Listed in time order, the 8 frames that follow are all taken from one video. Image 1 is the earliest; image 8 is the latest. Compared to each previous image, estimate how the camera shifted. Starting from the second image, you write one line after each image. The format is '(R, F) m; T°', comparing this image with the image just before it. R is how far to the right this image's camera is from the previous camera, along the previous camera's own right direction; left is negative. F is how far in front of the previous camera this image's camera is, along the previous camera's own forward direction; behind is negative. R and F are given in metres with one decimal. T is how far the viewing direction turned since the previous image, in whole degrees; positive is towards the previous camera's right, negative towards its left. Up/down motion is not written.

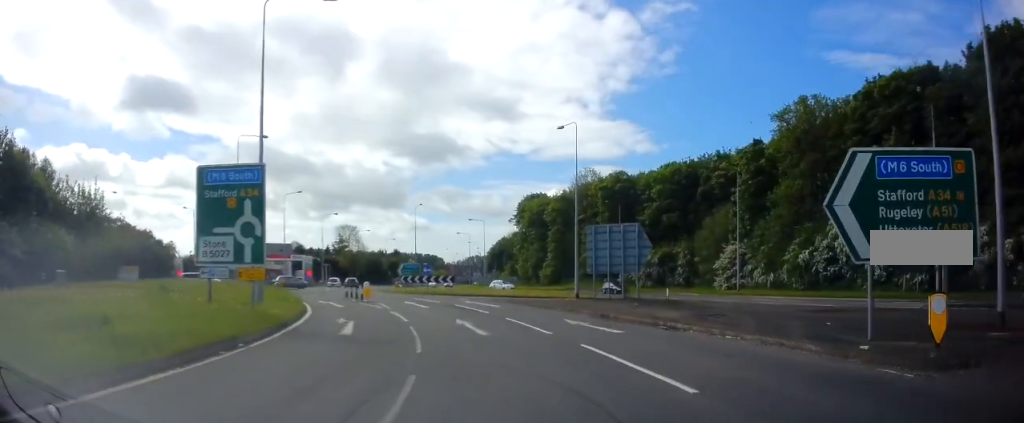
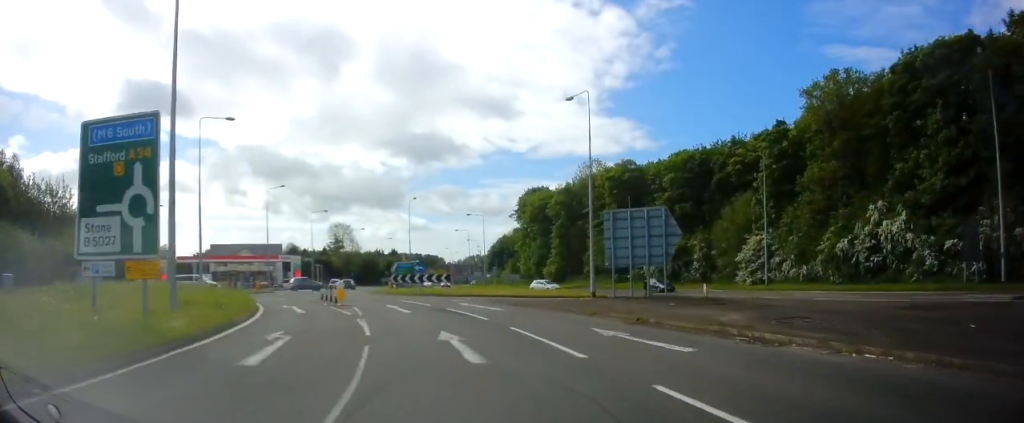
(+0.3, +5.9) m; 0°
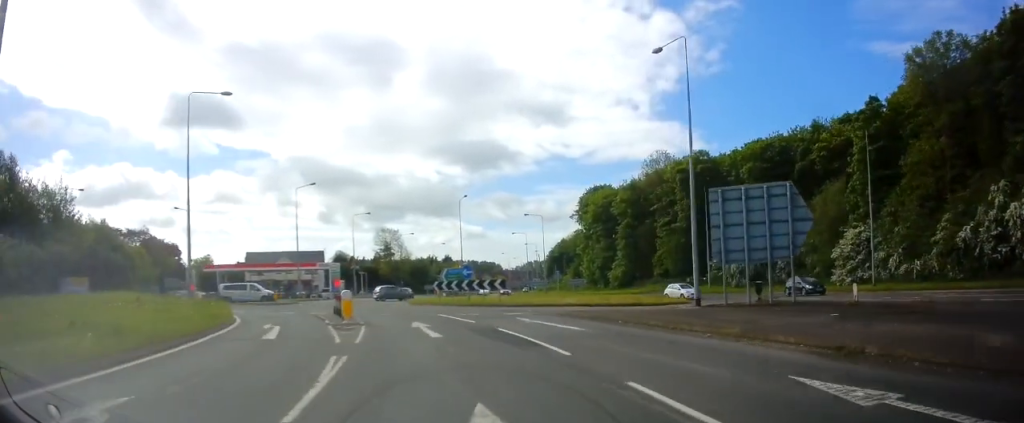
(-0.3, +8.4) m; -4°
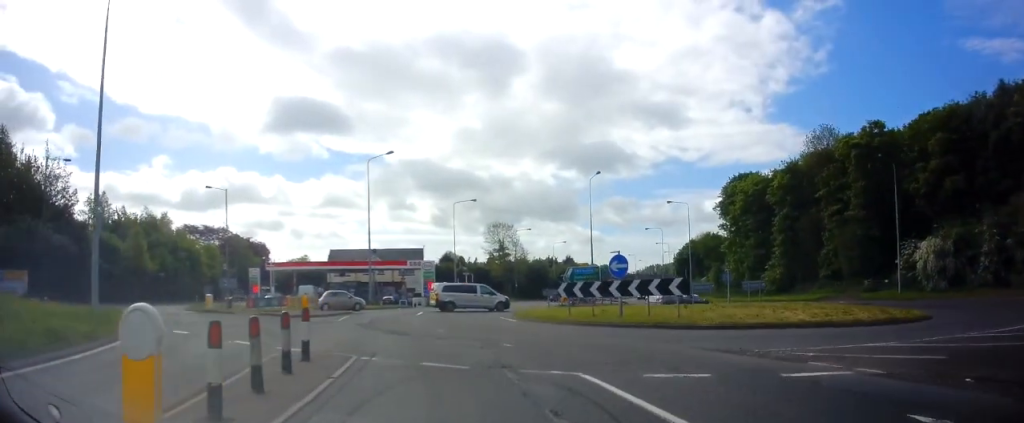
(-1.8, +16.2) m; -12°
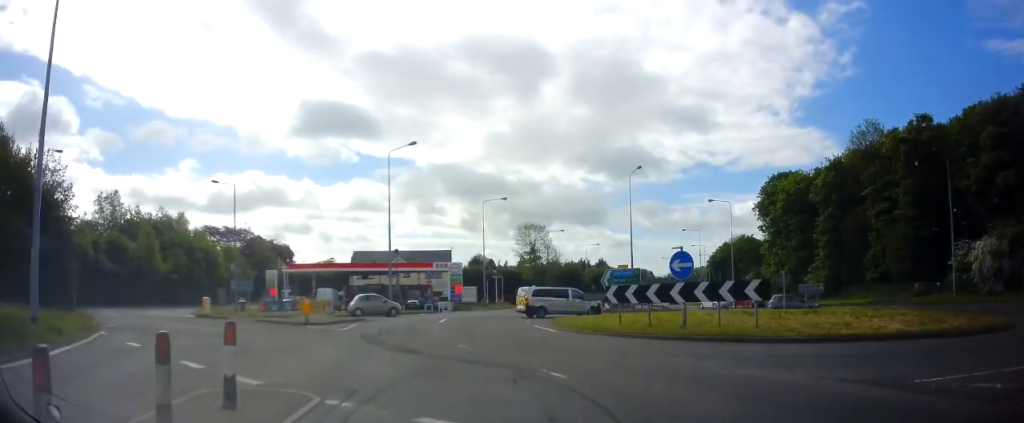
(0.0, +4.1) m; -3°
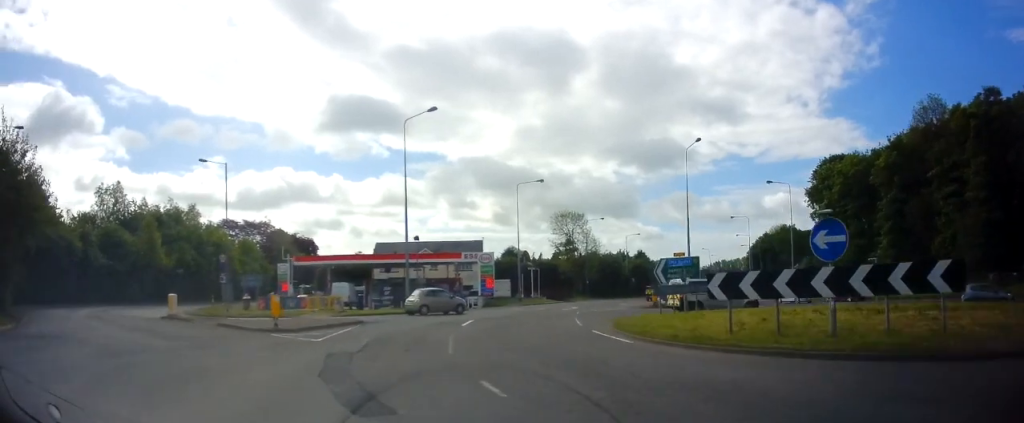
(-0.2, +6.7) m; -4°
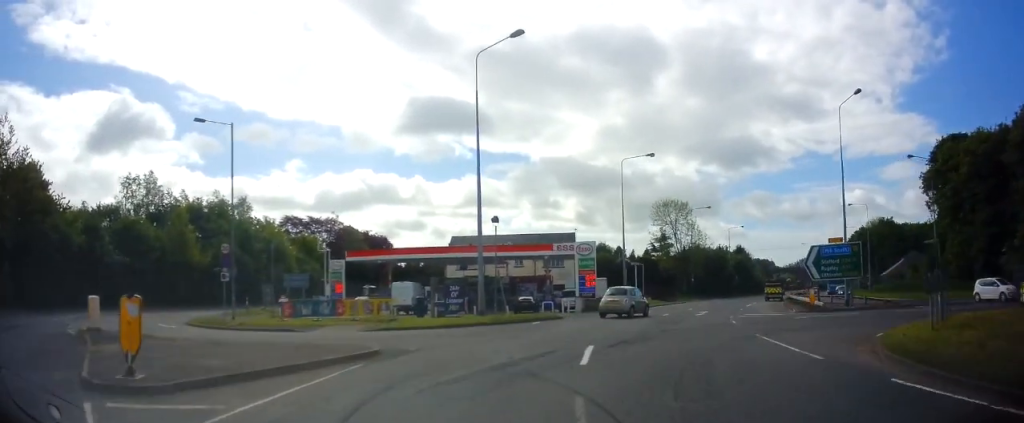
(-0.6, +11.0) m; -6°
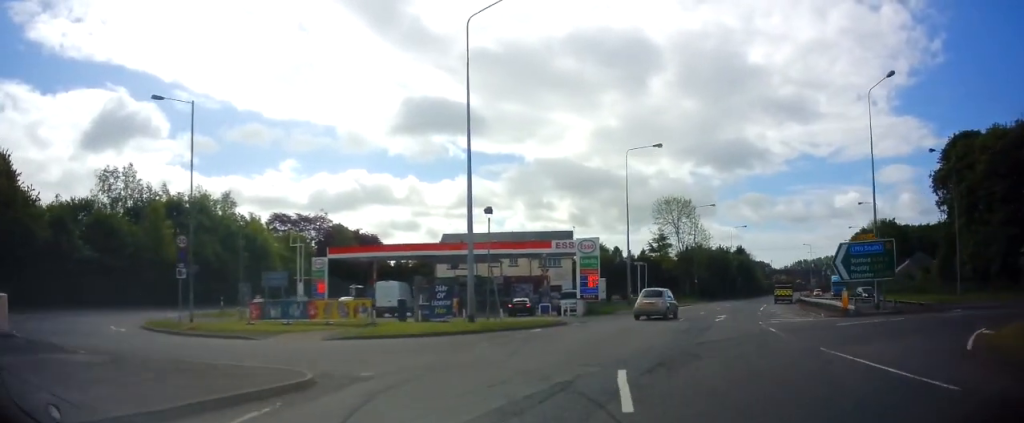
(-0.1, +3.7) m; +2°
